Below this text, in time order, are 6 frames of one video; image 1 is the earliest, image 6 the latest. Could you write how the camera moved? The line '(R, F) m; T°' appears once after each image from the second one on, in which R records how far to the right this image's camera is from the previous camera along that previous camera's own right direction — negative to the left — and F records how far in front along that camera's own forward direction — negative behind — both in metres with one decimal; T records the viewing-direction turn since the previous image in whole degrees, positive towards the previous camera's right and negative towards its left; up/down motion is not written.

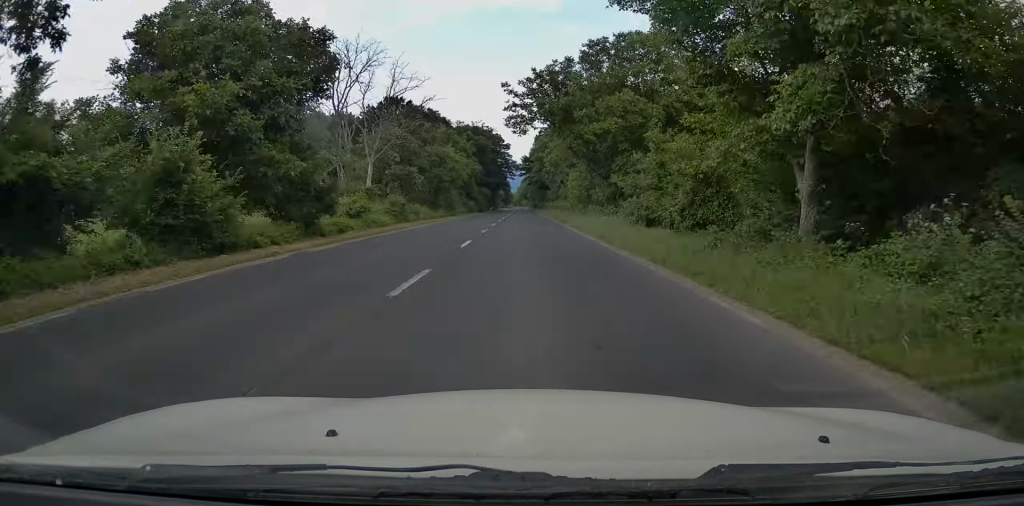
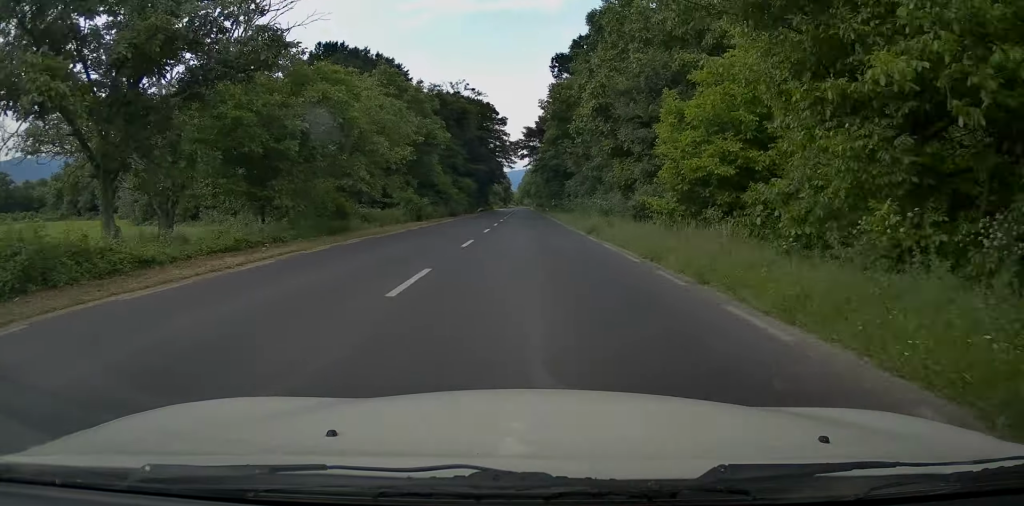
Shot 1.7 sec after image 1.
(+0.3, +44.4) m; +1°
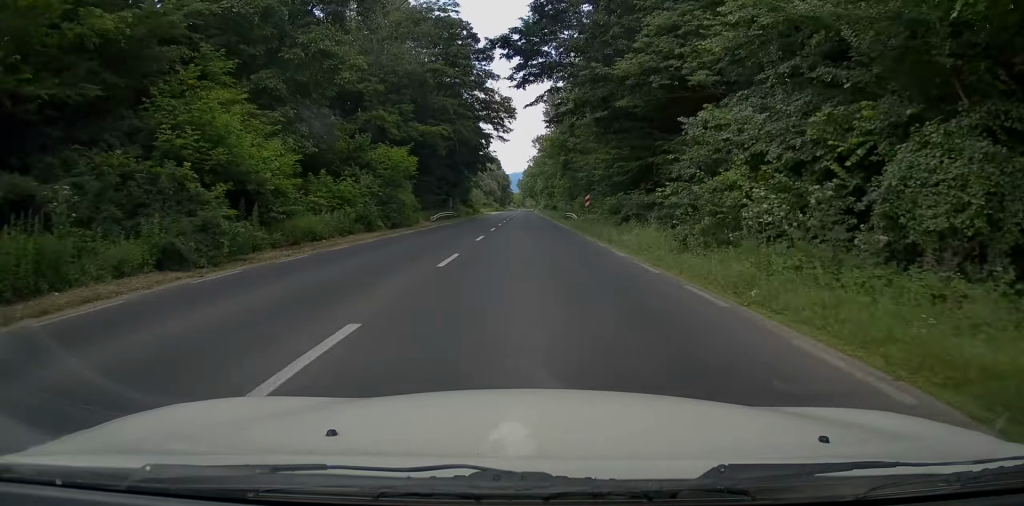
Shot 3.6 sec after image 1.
(-0.4, +49.4) m; -1°
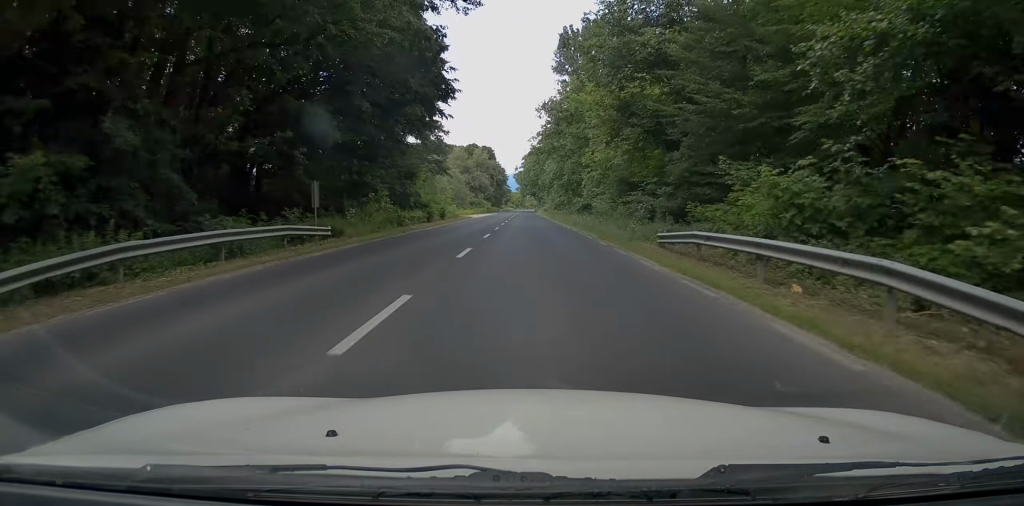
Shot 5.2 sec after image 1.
(0.0, +42.7) m; 0°
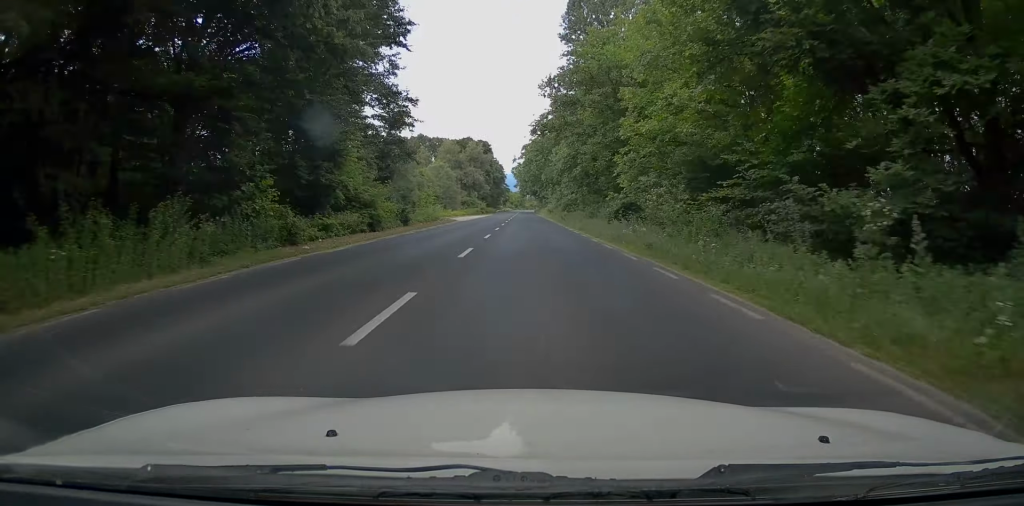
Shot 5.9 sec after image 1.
(0.0, +17.5) m; 0°
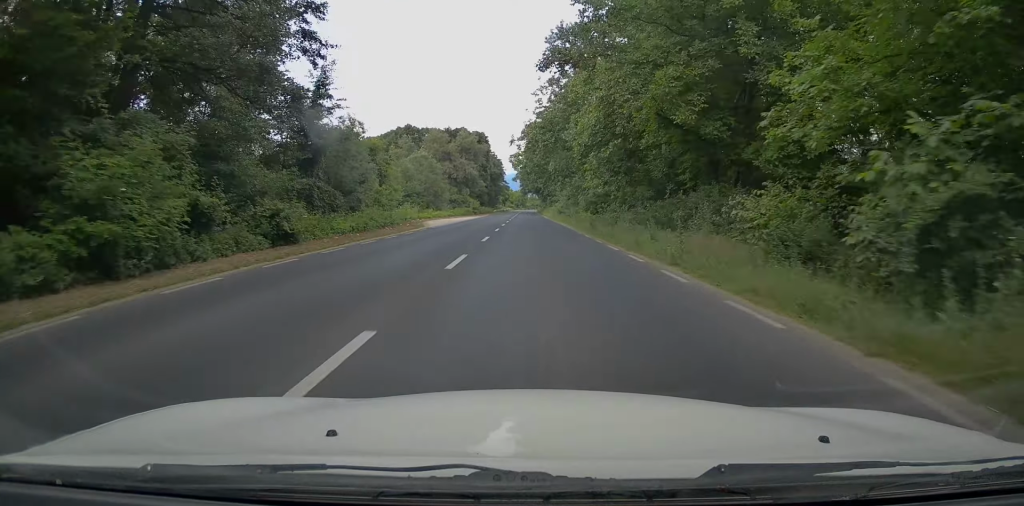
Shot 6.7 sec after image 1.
(+0.2, +20.2) m; 0°
